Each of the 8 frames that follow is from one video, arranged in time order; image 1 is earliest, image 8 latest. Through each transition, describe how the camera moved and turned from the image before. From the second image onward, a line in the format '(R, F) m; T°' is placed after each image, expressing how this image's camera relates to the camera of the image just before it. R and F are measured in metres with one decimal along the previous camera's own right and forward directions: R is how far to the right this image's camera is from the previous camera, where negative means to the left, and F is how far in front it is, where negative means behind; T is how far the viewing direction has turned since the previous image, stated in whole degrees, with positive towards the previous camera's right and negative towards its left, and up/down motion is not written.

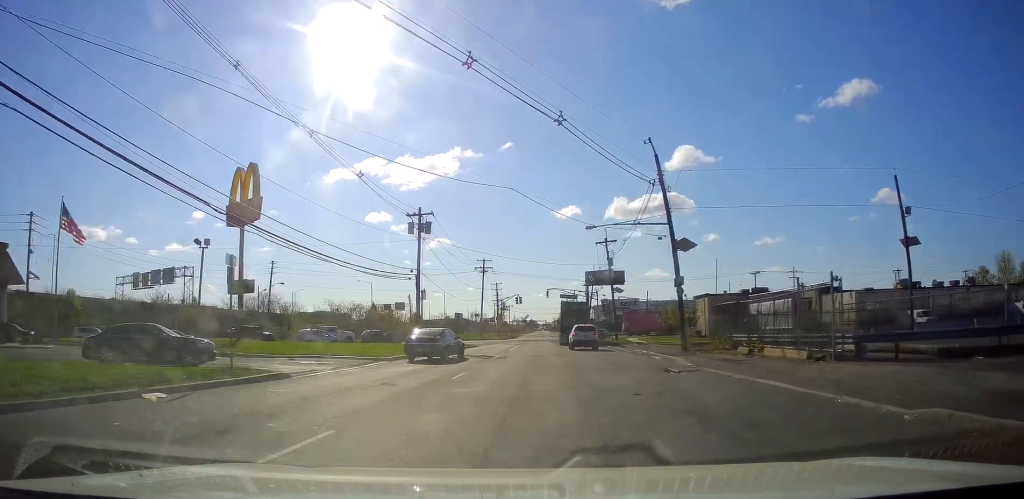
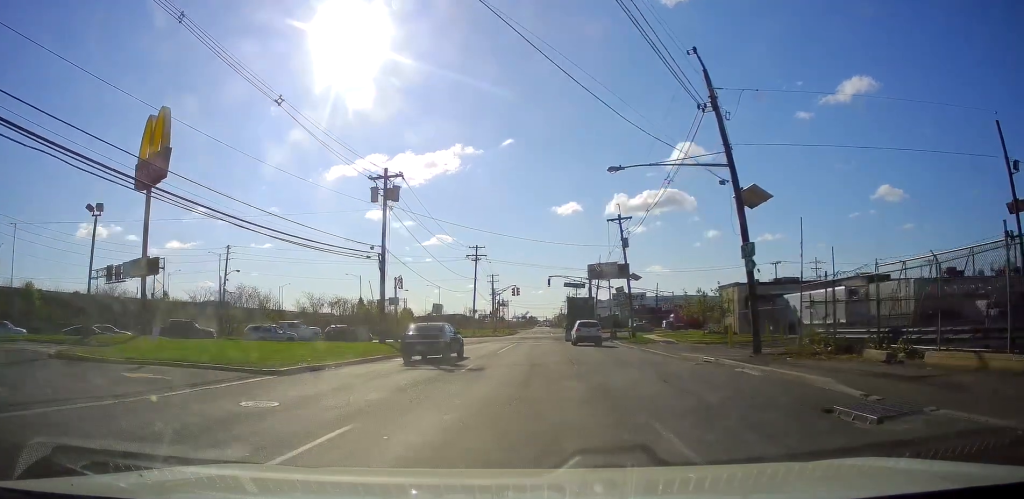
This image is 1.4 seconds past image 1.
(-0.5, +11.6) m; 0°
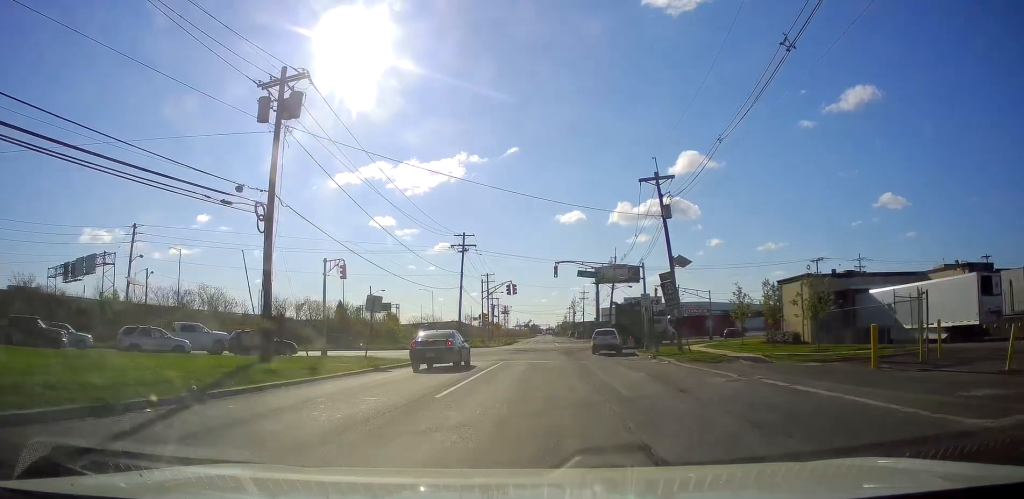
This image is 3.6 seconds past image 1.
(+0.3, +17.5) m; -2°
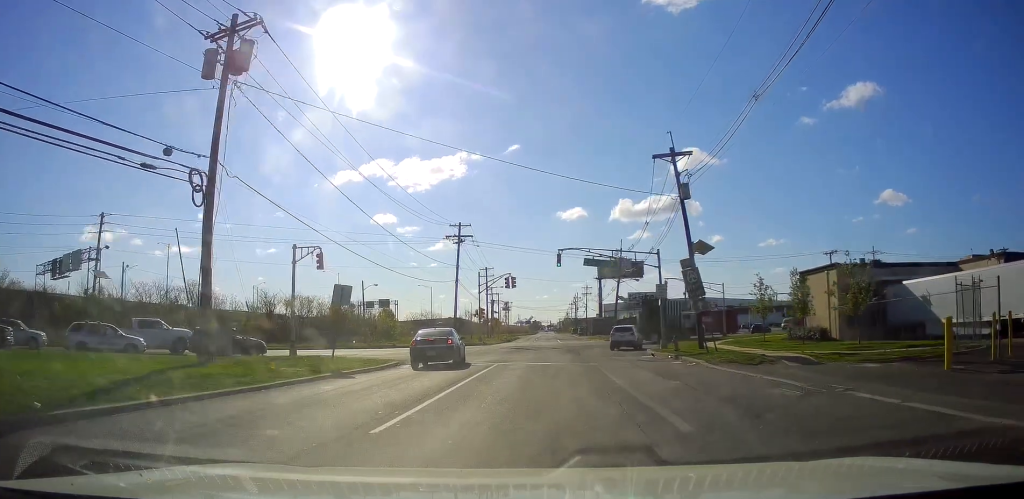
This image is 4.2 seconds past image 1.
(0.0, +4.5) m; 0°
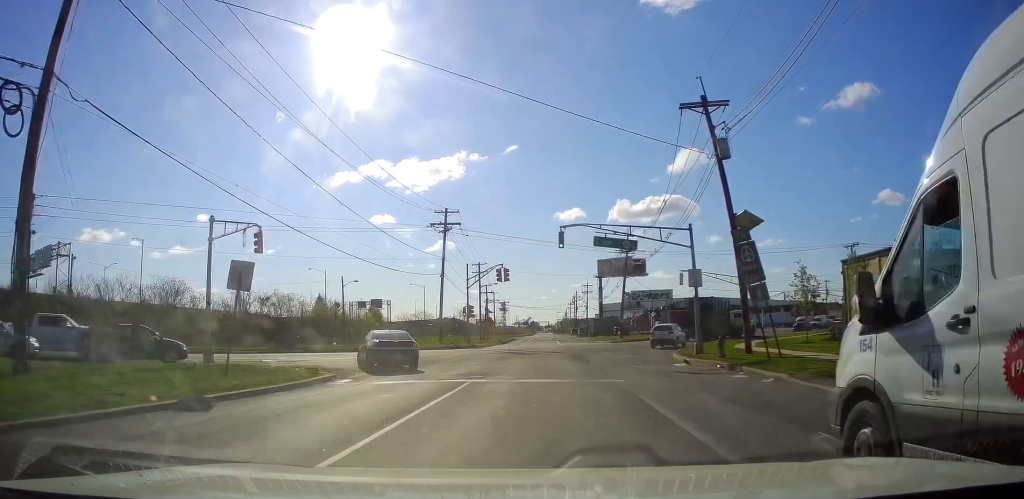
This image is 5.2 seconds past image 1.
(0.0, +7.8) m; 0°
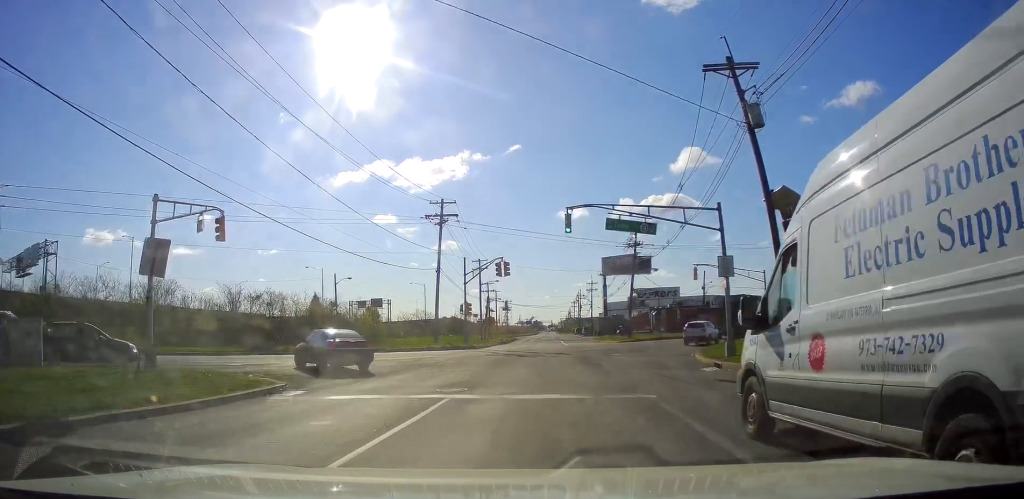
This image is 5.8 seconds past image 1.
(0.0, +3.9) m; +1°
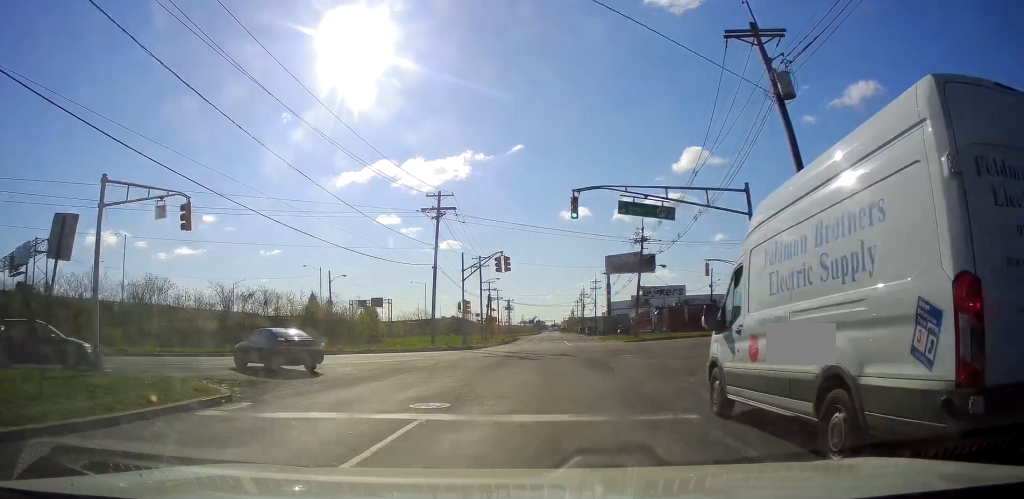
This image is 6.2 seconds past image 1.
(0.0, +2.7) m; +1°
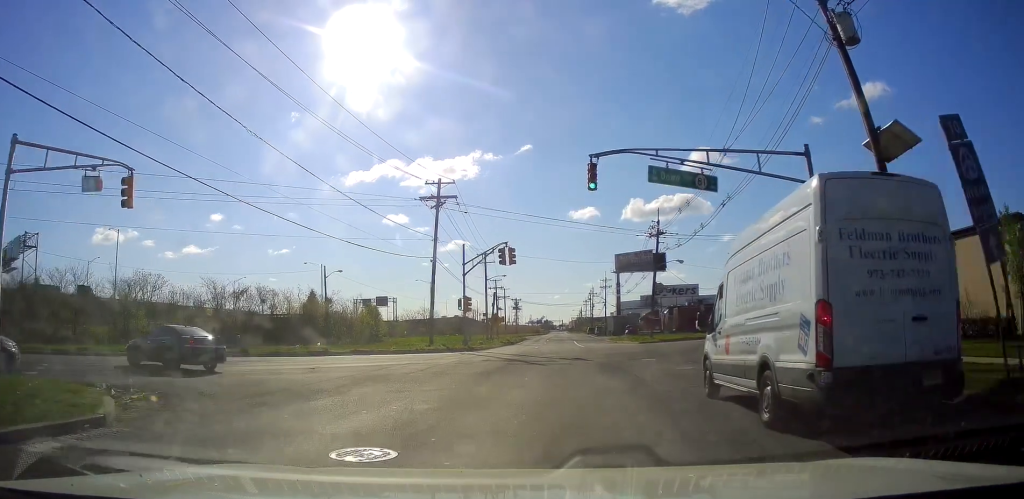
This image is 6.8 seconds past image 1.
(+0.1, +4.4) m; -1°
